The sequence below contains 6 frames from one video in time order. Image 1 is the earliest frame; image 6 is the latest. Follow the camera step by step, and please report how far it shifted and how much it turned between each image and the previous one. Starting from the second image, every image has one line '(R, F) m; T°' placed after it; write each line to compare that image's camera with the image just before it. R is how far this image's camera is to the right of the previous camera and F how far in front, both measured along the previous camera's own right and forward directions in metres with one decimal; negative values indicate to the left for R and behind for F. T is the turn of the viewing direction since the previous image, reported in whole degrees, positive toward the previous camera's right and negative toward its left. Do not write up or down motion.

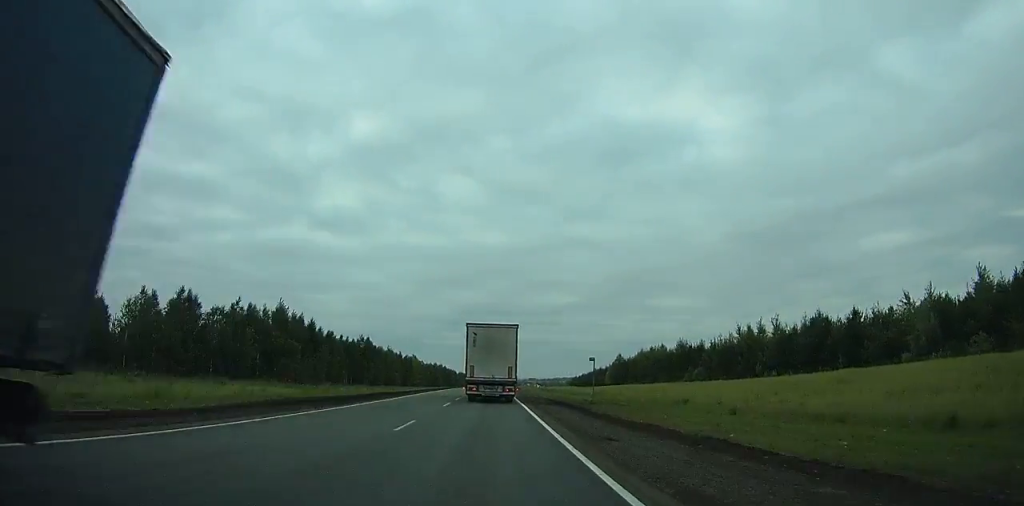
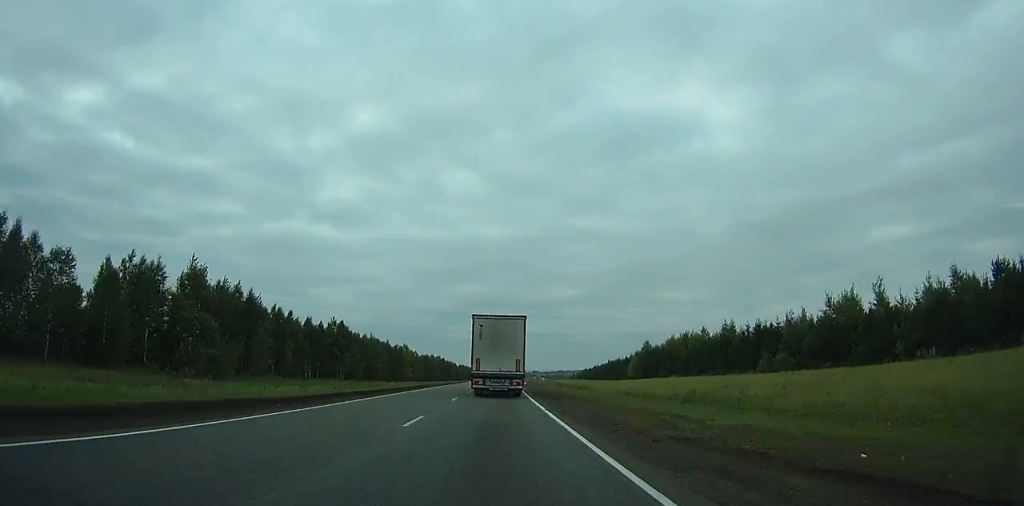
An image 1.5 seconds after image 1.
(+0.2, +32.8) m; 0°
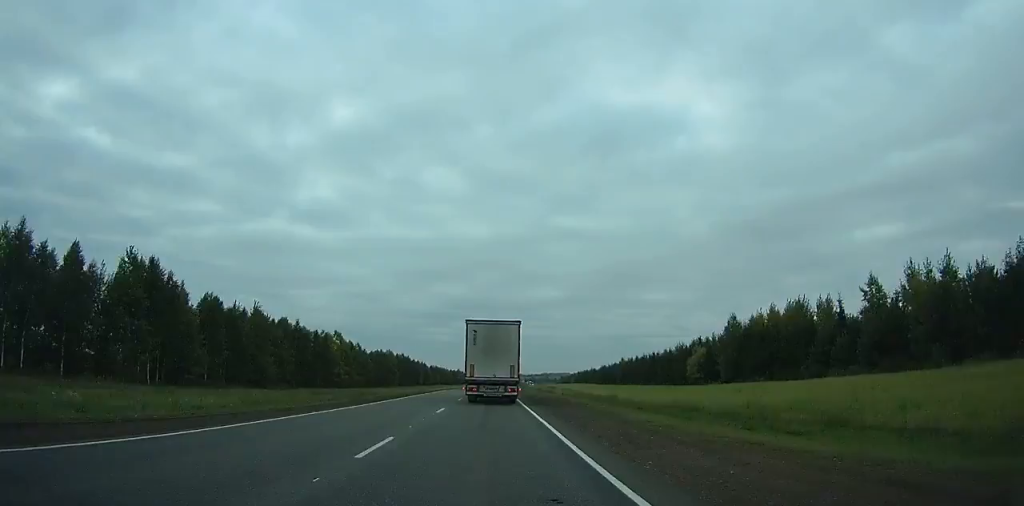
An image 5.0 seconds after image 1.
(+0.6, +75.4) m; +1°
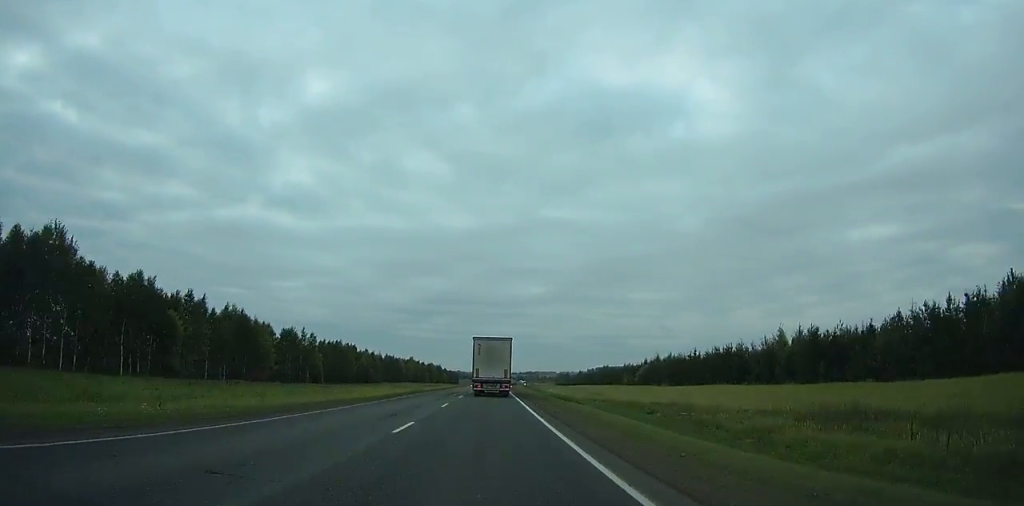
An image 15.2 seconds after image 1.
(+5.2, +212.8) m; +2°
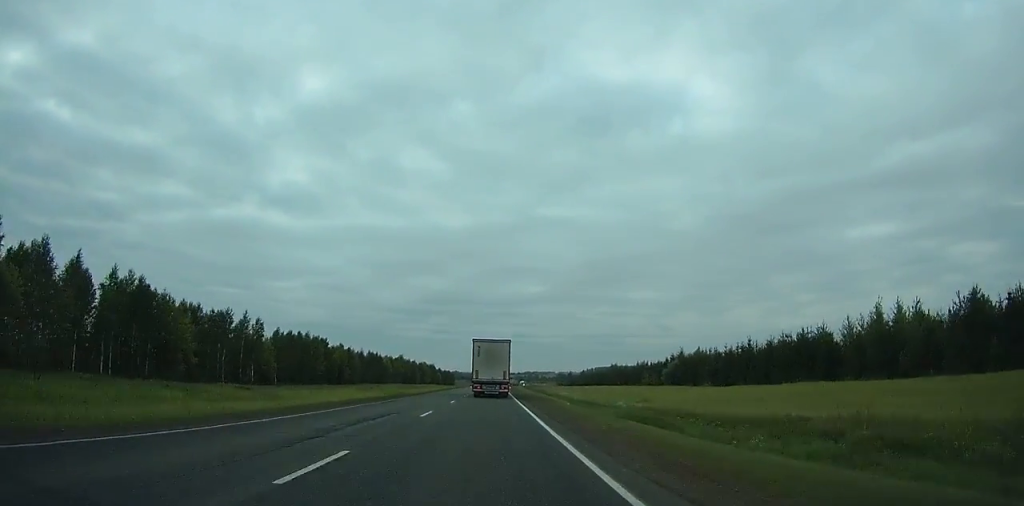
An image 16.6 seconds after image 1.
(-0.1, +29.9) m; 0°
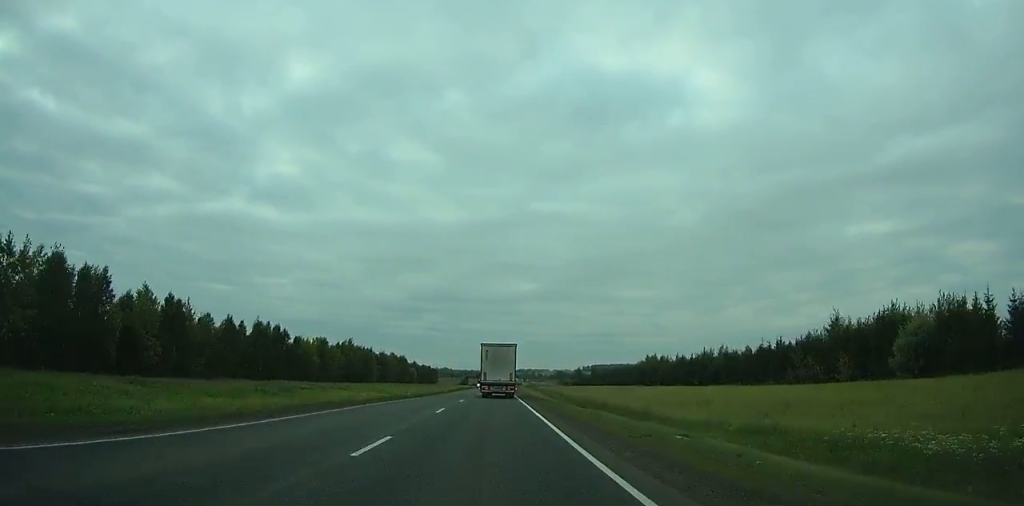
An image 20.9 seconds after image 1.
(+0.1, +92.8) m; +1°
